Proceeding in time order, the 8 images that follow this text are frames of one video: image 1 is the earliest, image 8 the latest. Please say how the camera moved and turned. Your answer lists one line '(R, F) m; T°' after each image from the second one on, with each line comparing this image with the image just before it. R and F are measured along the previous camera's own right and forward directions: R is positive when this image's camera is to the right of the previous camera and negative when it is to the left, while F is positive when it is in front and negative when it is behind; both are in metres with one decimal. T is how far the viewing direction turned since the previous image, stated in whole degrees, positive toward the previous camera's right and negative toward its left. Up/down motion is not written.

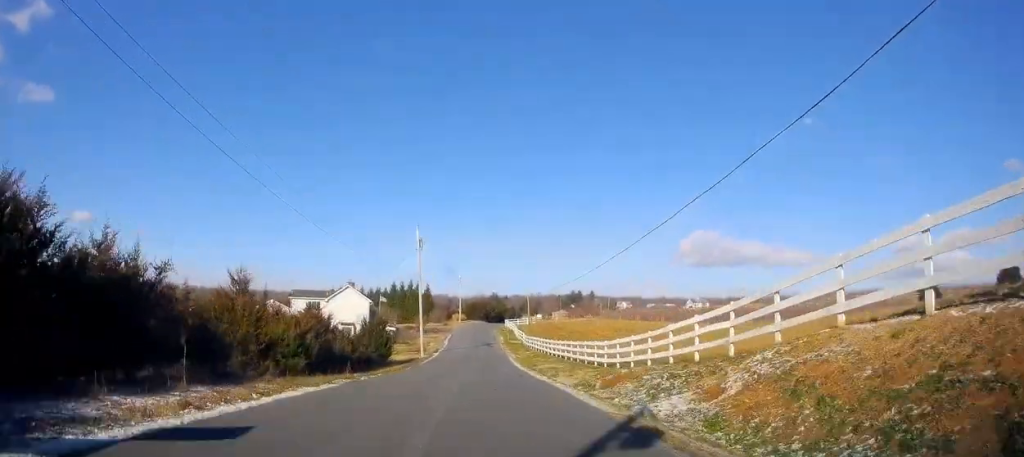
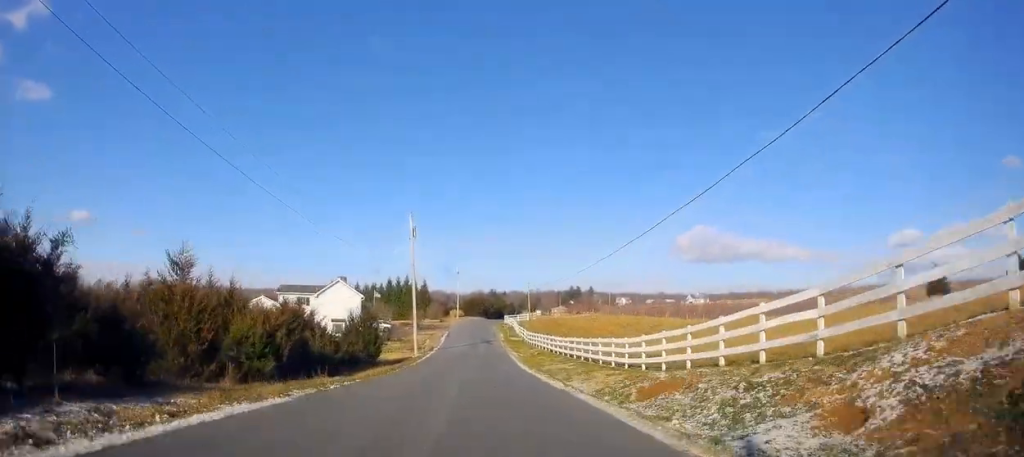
(0.0, +3.9) m; -1°
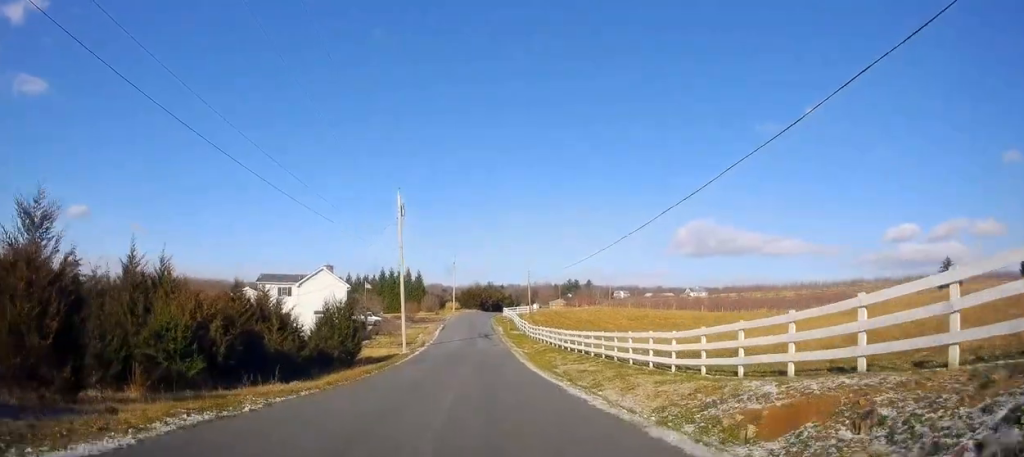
(-0.1, +5.8) m; 0°
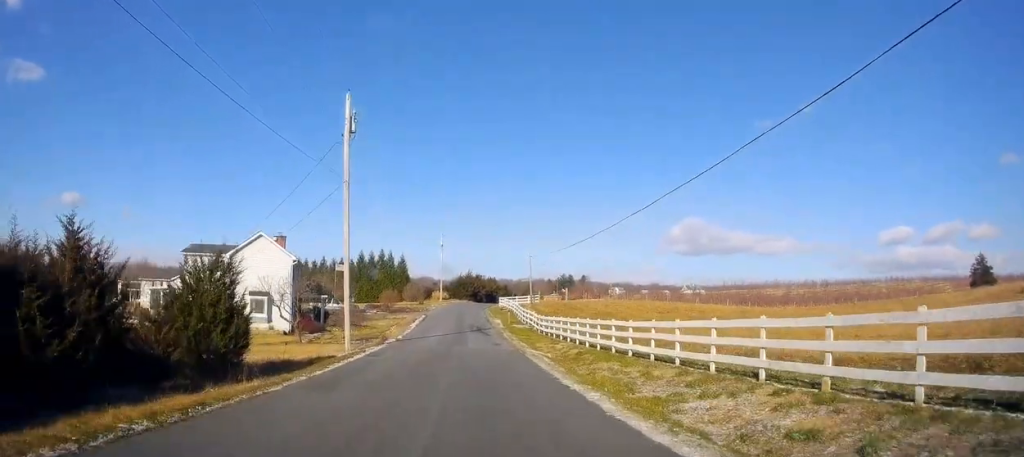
(+0.6, +15.3) m; +3°
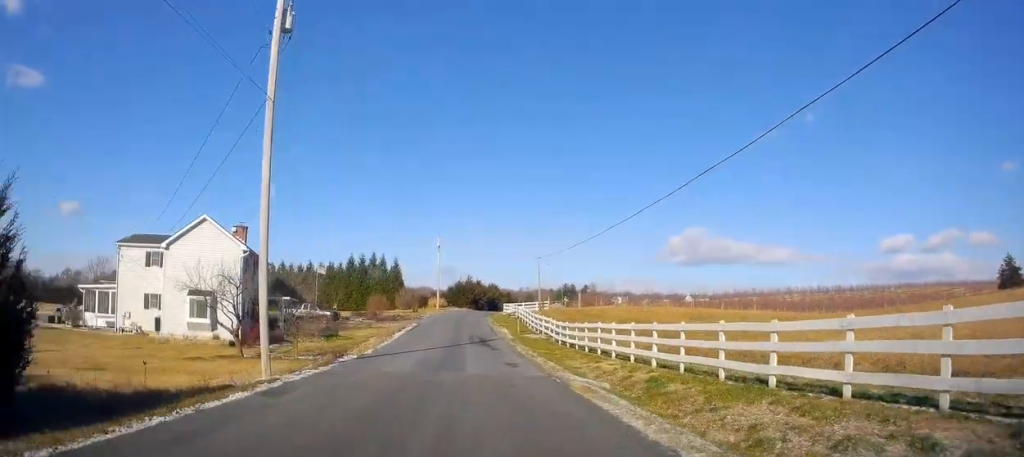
(-0.4, +9.9) m; -2°
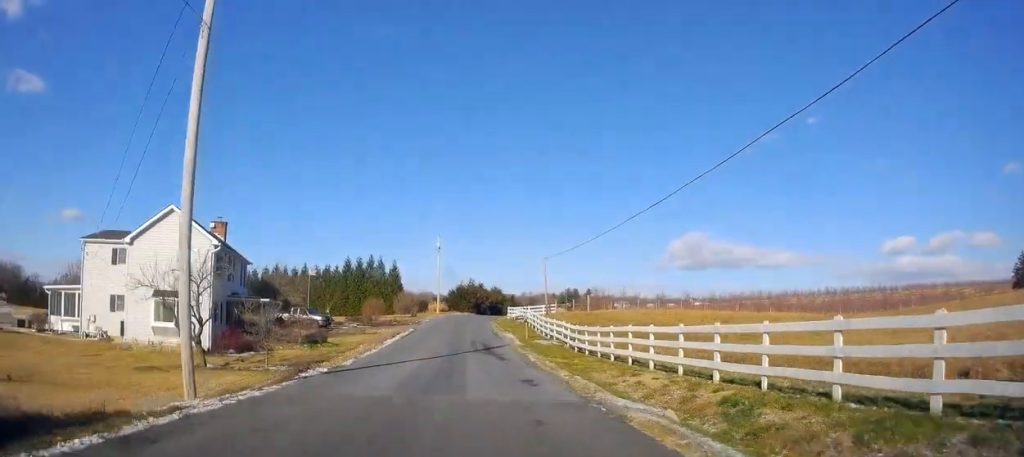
(0.0, +4.3) m; 0°
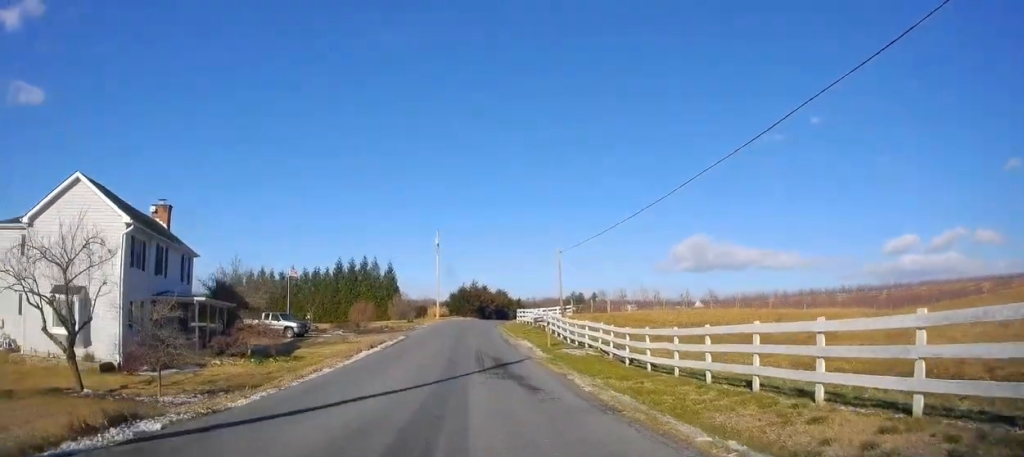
(0.0, +8.8) m; 0°
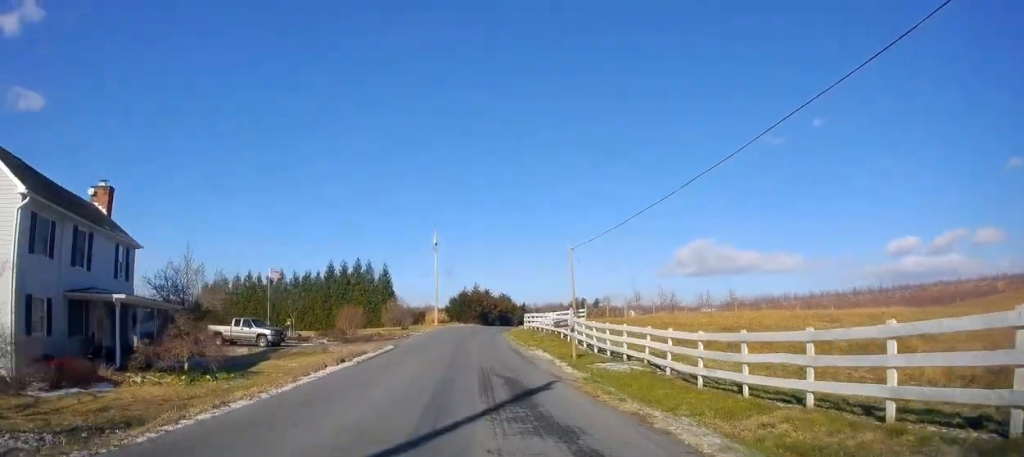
(-0.1, +6.5) m; +1°
